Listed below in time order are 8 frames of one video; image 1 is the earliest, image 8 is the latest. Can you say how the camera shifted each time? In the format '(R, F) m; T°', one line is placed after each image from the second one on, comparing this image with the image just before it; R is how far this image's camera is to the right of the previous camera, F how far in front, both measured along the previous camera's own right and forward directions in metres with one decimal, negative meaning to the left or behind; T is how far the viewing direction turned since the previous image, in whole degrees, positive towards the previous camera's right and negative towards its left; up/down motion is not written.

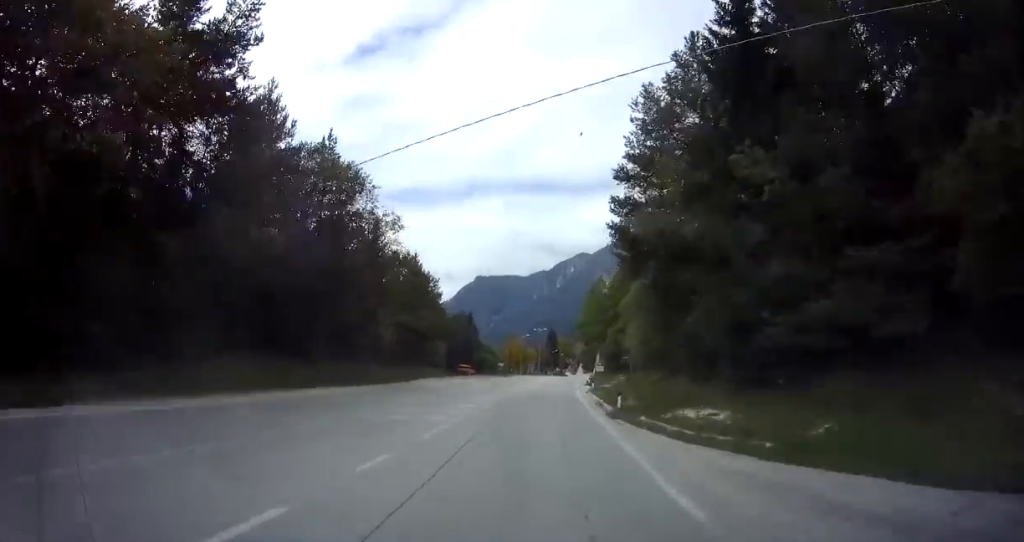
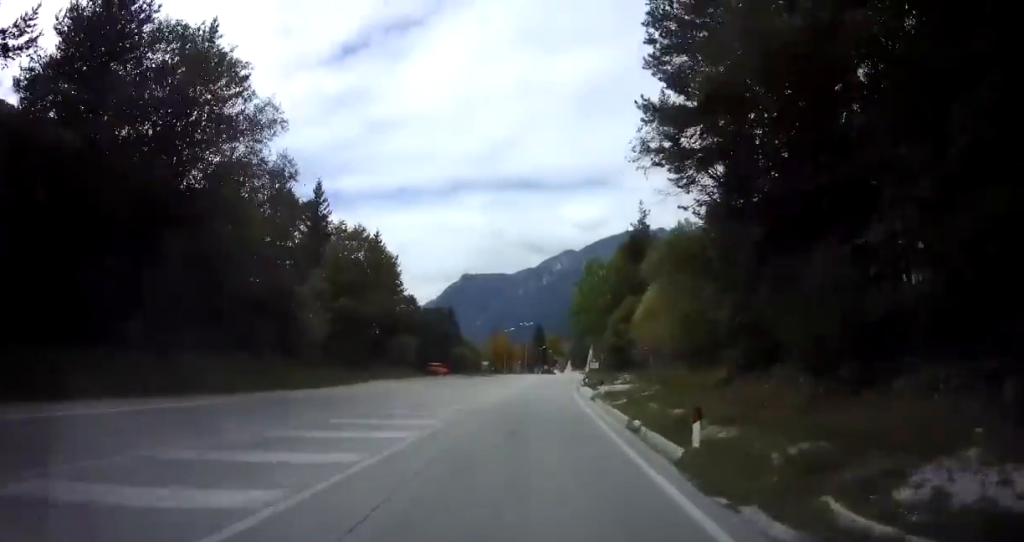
(+0.2, +12.4) m; +2°
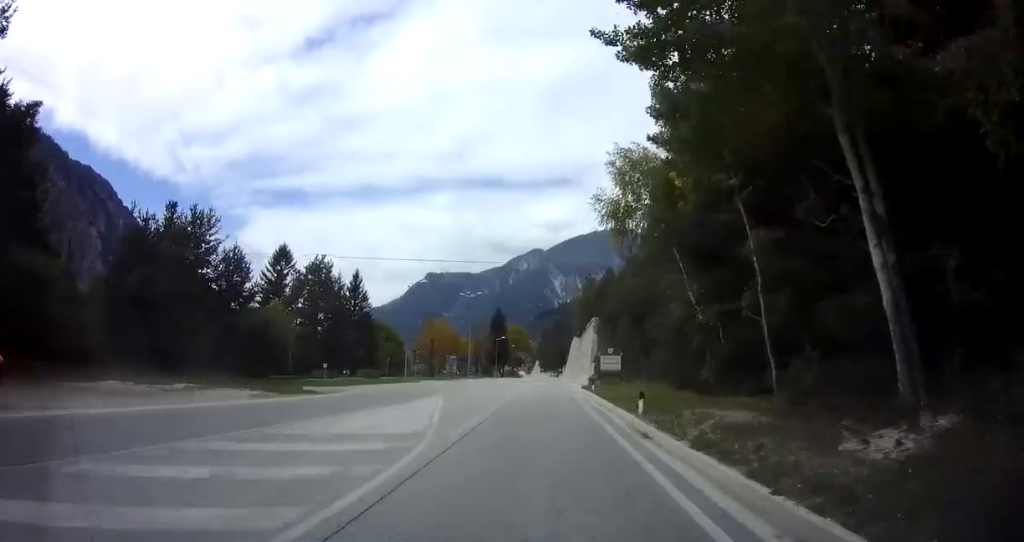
(+1.8, +56.7) m; +4°
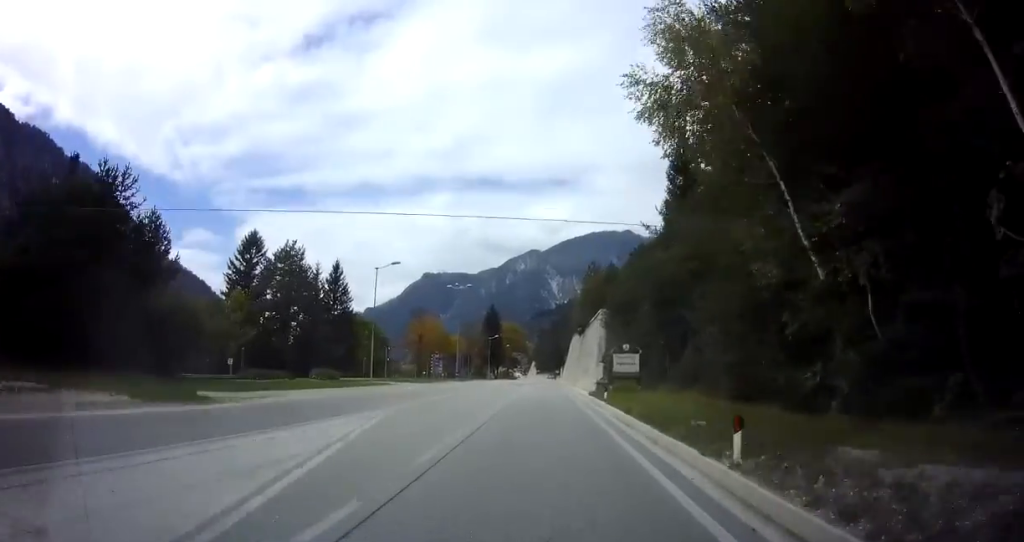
(+0.2, +8.7) m; +1°
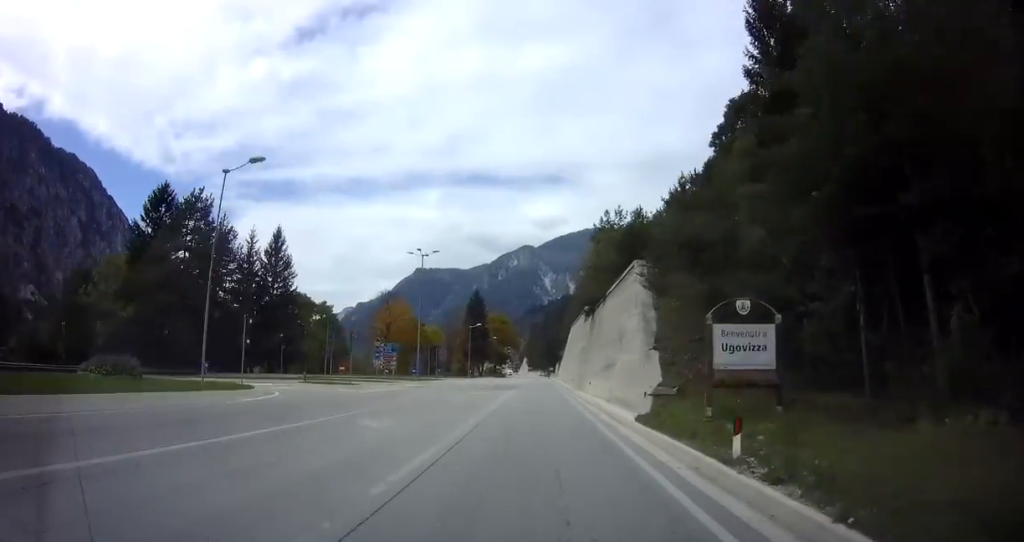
(0.0, +19.3) m; -1°
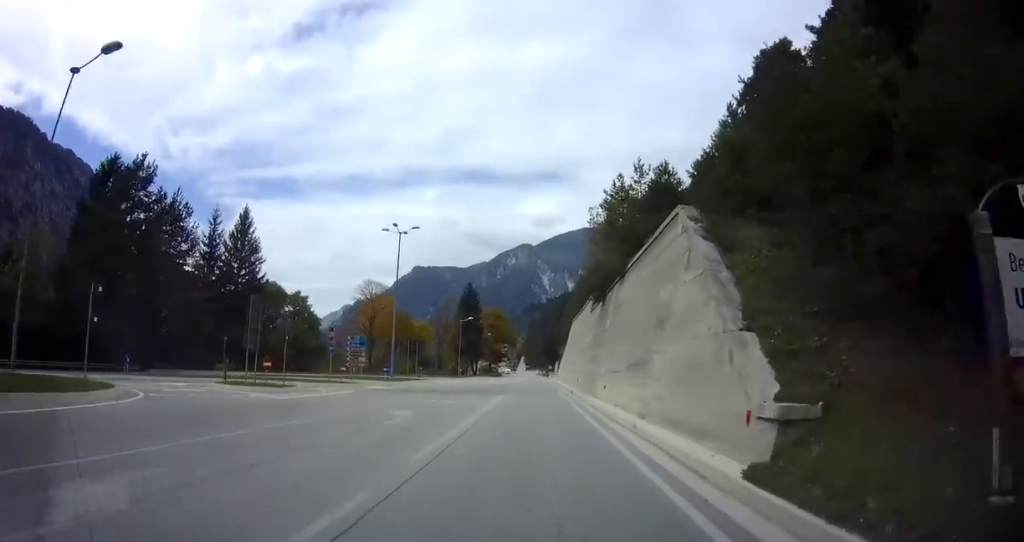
(-0.1, +9.3) m; 0°
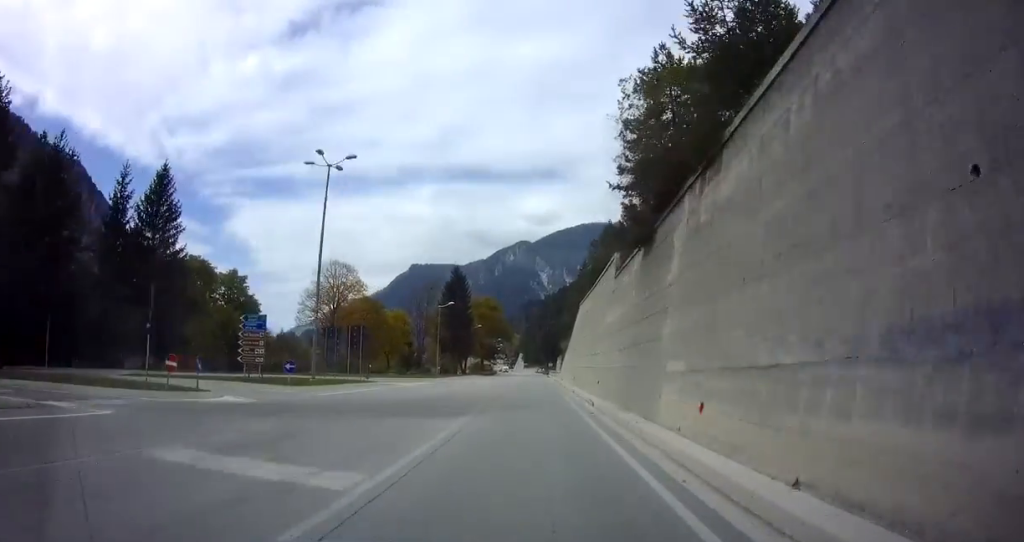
(-0.2, +15.9) m; 0°
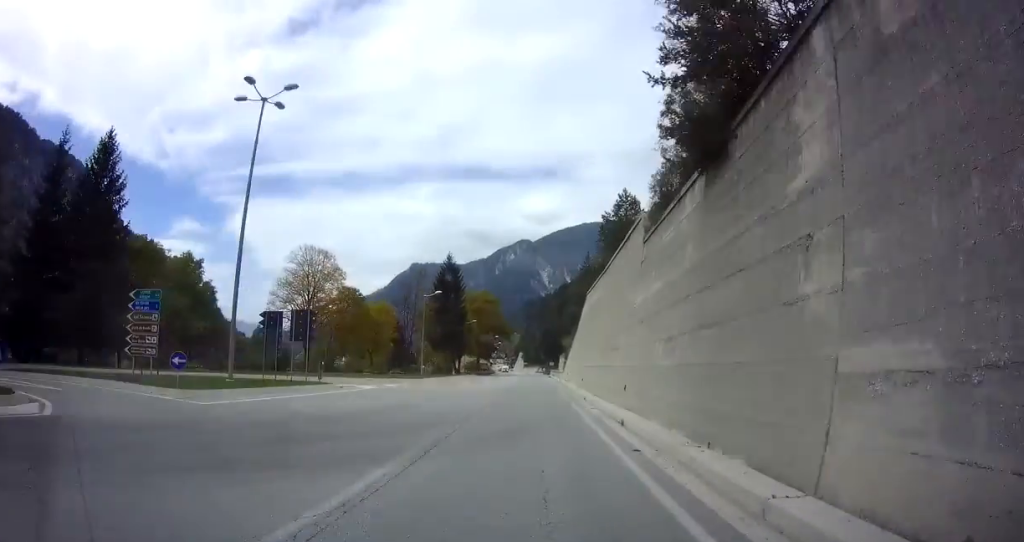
(+0.2, +8.5) m; 0°
